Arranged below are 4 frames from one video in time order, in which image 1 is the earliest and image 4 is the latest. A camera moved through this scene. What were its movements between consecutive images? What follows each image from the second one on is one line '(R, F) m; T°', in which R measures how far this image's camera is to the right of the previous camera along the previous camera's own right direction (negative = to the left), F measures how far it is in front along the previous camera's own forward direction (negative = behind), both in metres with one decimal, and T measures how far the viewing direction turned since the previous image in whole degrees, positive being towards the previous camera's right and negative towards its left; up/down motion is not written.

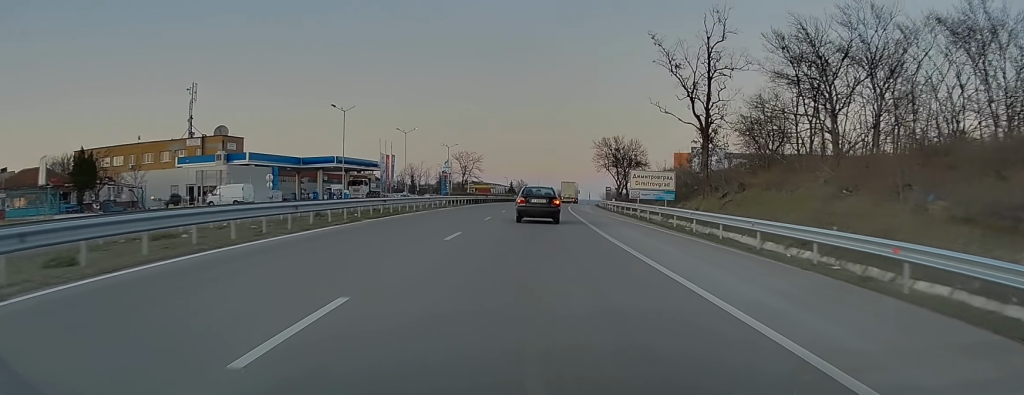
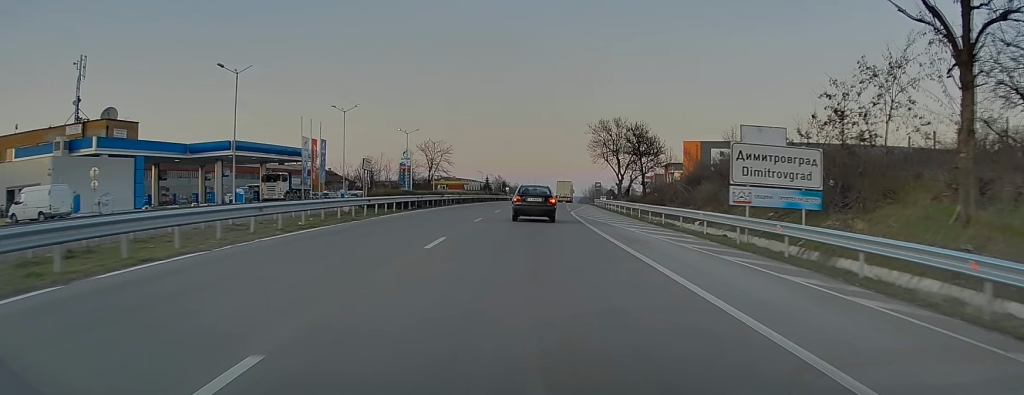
(+0.3, +26.6) m; +1°
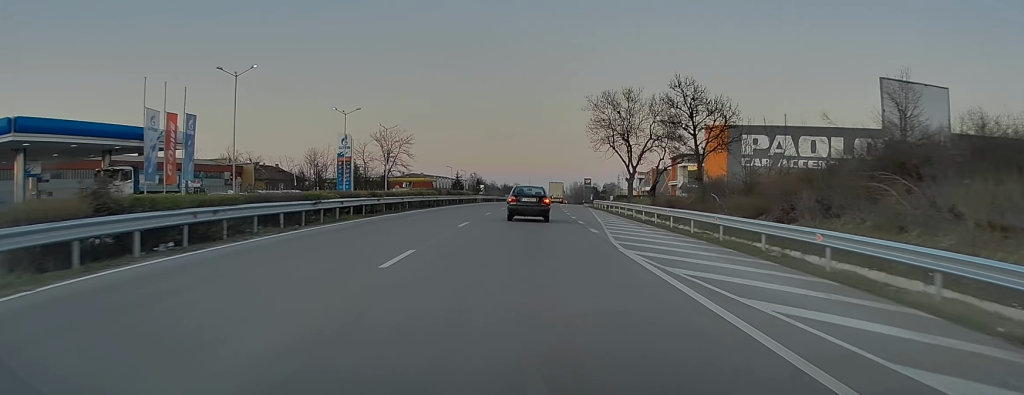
(+0.3, +27.3) m; +2°
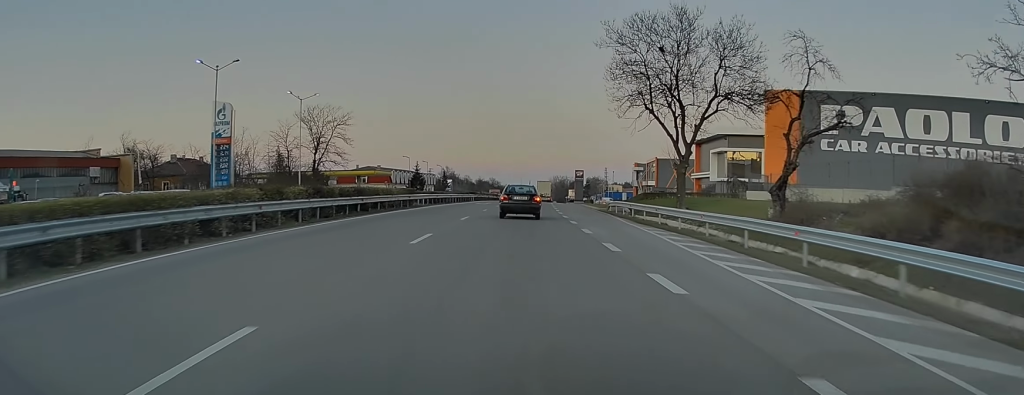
(+0.4, +31.6) m; +1°
